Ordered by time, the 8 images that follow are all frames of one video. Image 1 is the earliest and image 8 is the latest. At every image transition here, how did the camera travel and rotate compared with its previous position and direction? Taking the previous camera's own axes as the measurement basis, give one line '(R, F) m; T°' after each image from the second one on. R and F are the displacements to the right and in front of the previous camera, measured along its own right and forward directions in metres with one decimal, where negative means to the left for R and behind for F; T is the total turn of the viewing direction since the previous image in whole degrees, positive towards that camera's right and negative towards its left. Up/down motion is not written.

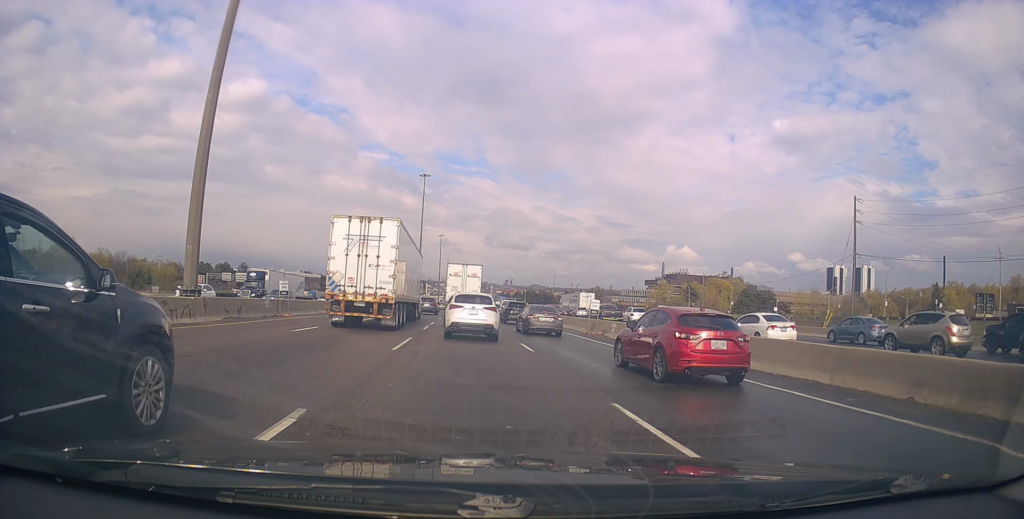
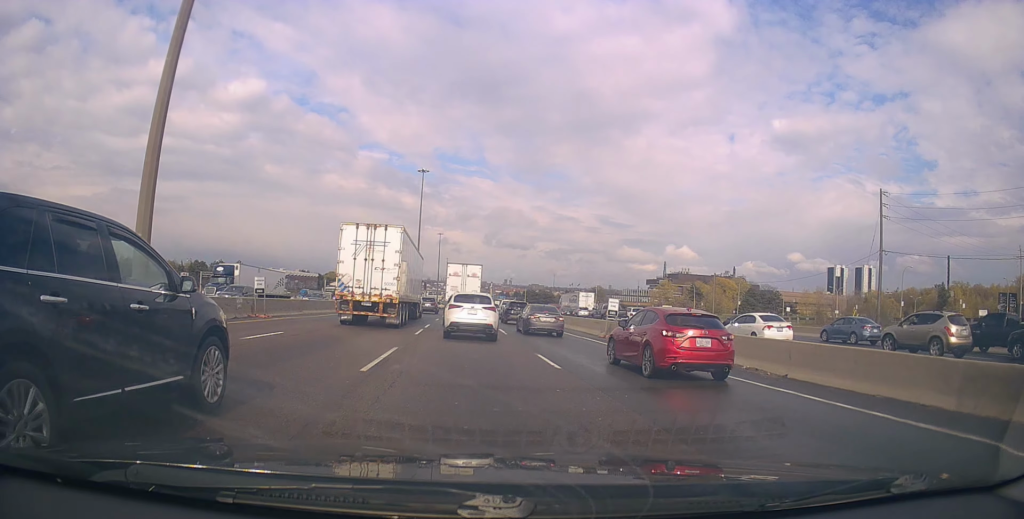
(0.0, +4.3) m; +2°
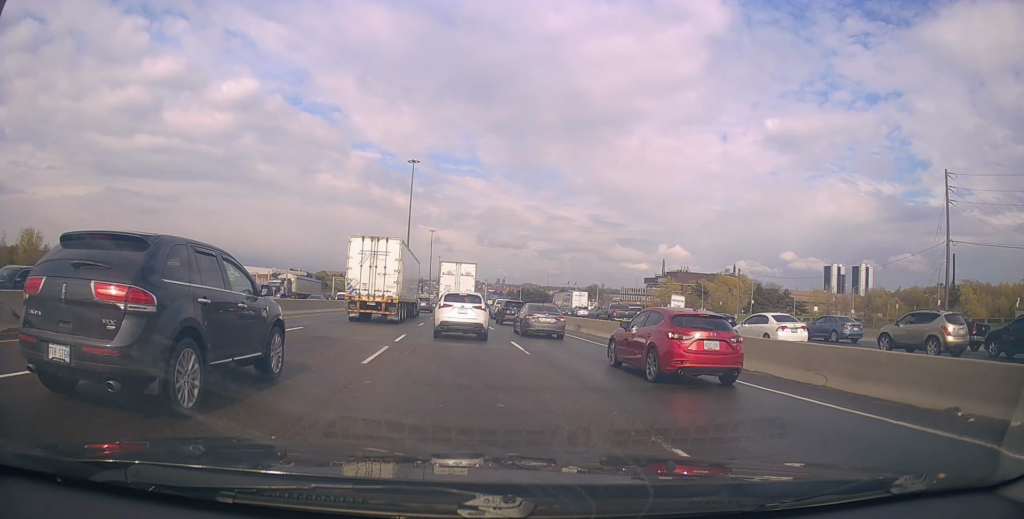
(-0.1, +10.0) m; -6°
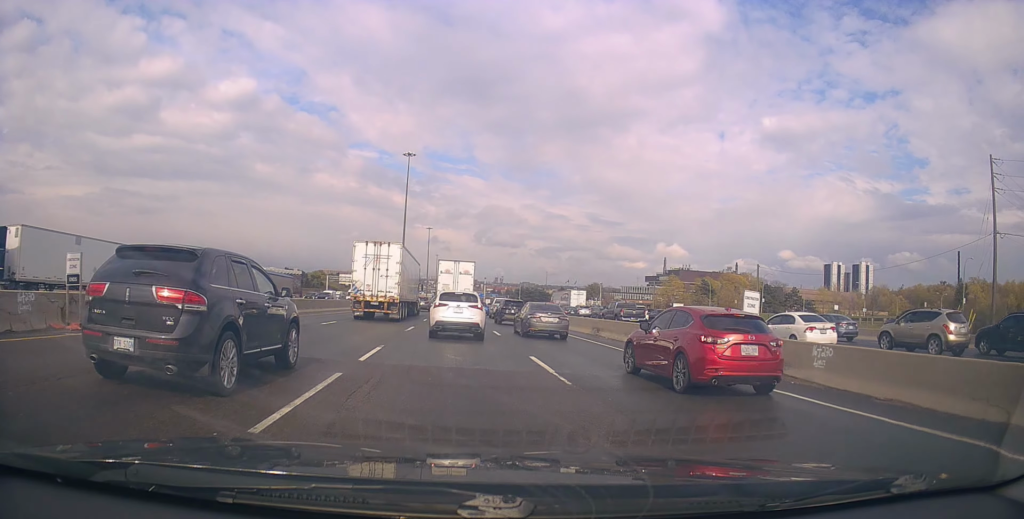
(-0.3, +5.5) m; 0°
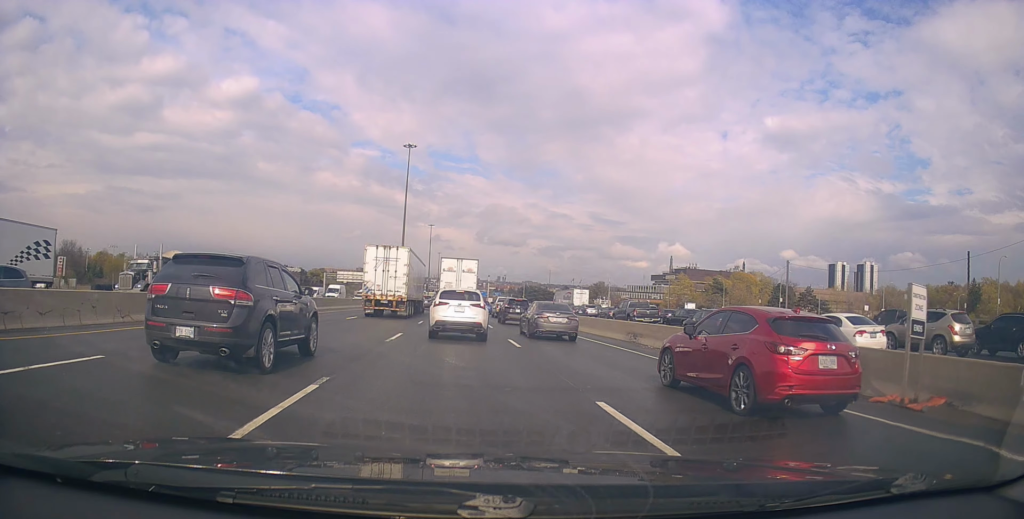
(+0.3, +6.3) m; +4°
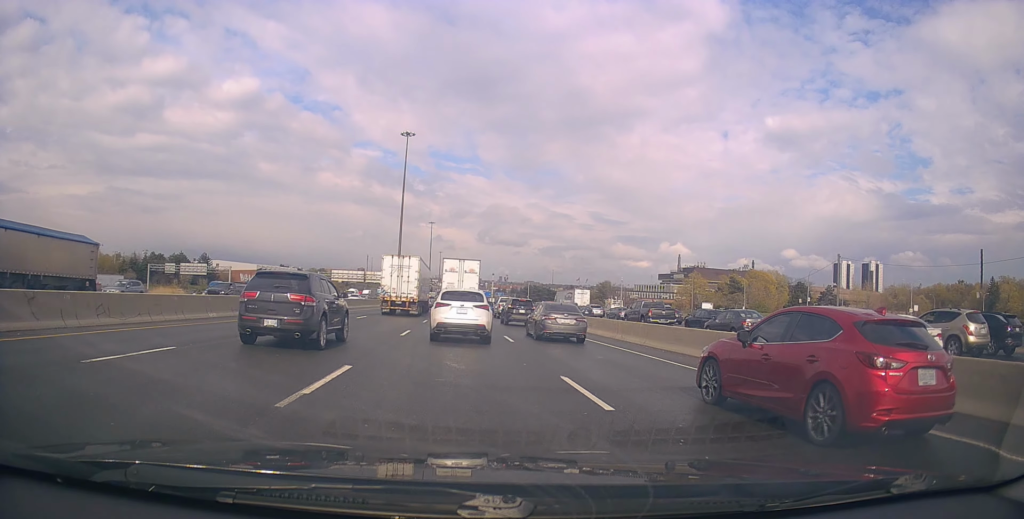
(-0.1, +9.7) m; -4°
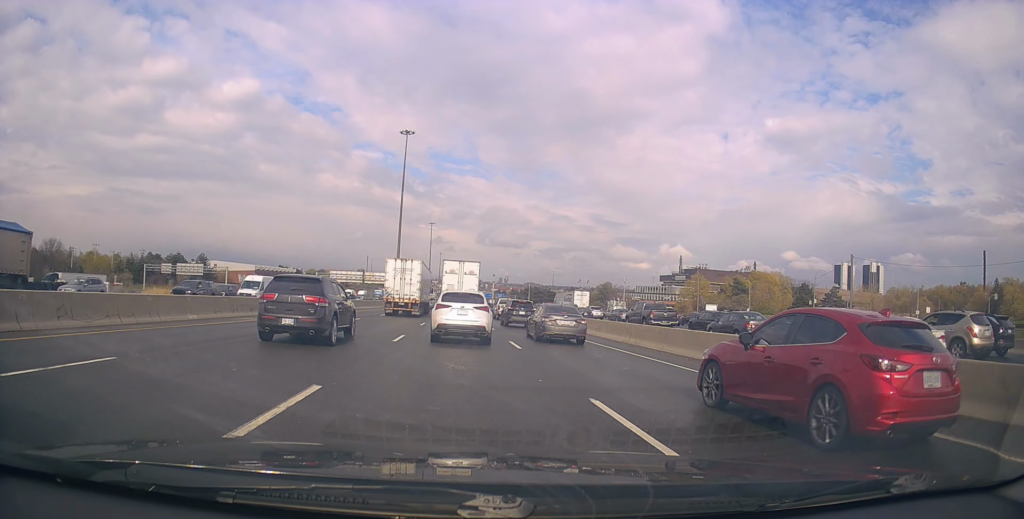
(-0.1, +2.4) m; +2°
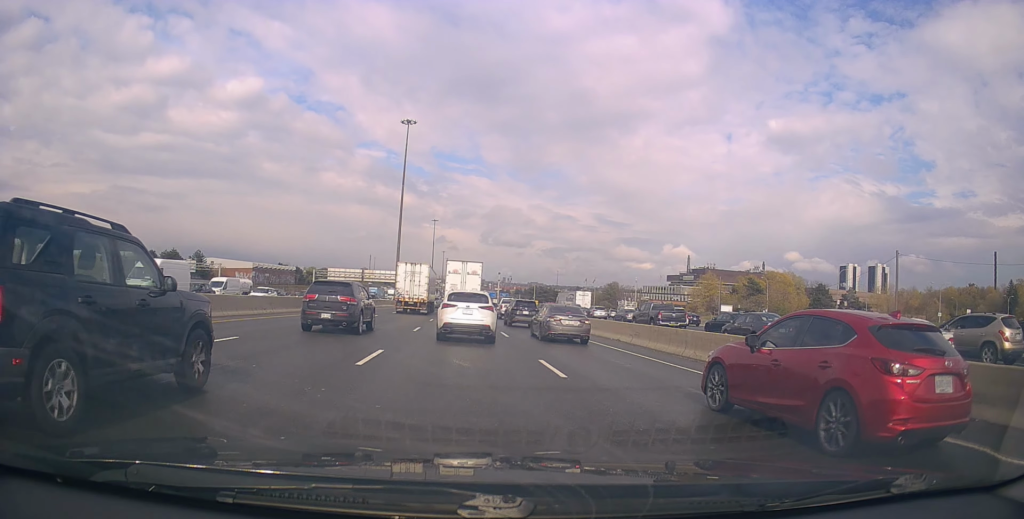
(+0.5, +6.5) m; +2°
